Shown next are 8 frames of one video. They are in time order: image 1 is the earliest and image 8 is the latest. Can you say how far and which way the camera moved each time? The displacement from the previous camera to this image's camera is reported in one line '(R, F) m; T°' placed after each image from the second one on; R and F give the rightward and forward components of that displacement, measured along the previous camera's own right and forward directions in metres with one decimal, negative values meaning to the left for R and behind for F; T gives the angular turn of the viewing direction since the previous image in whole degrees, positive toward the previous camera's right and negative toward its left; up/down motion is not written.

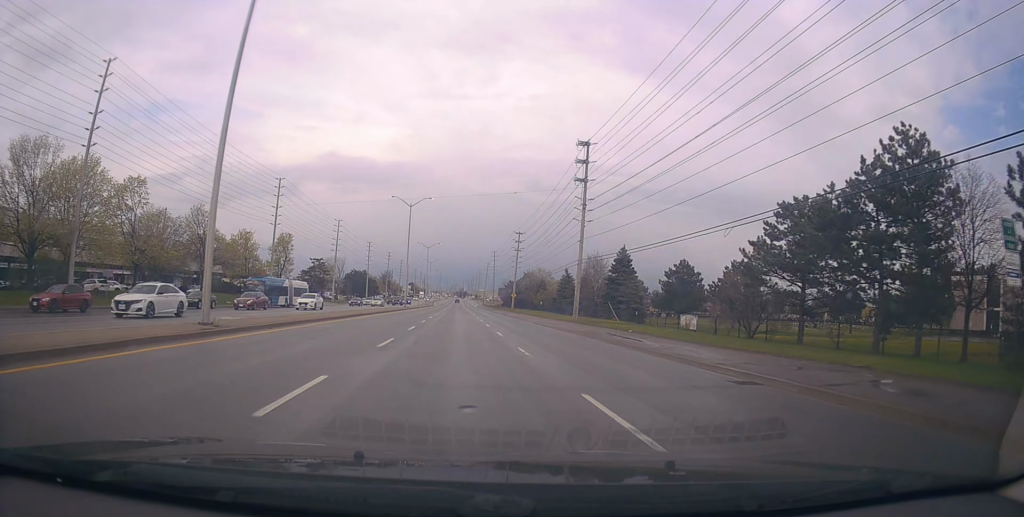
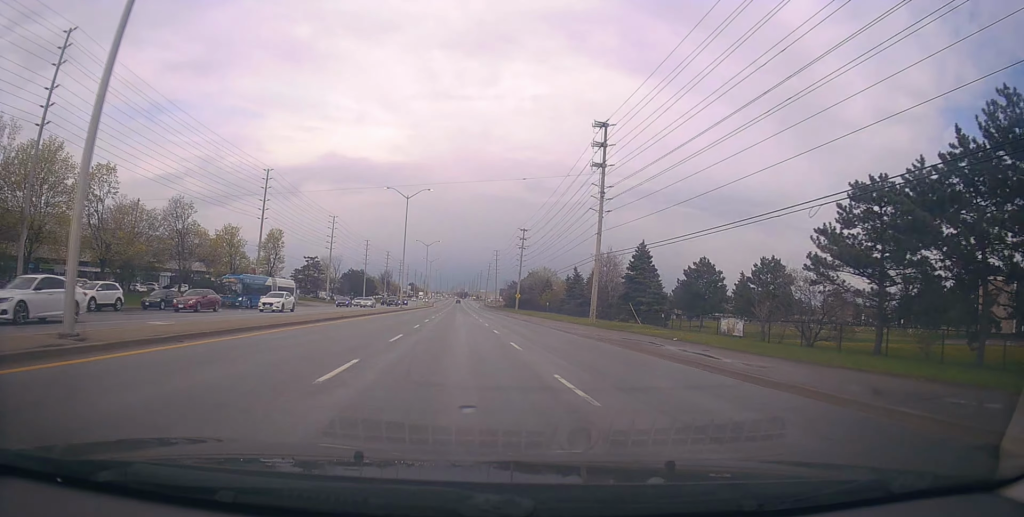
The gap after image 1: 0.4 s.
(+0.2, +6.7) m; +1°
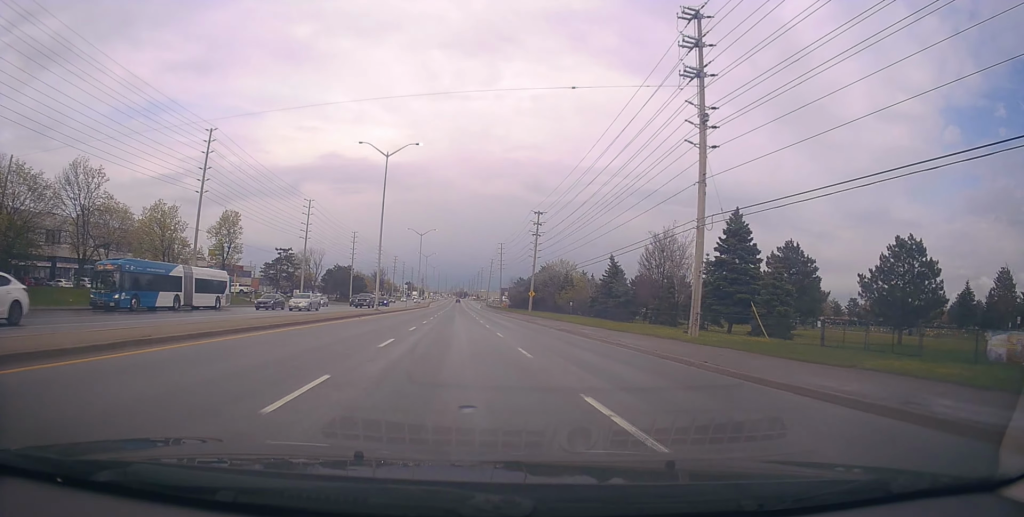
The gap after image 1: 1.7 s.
(+0.2, +20.5) m; +1°
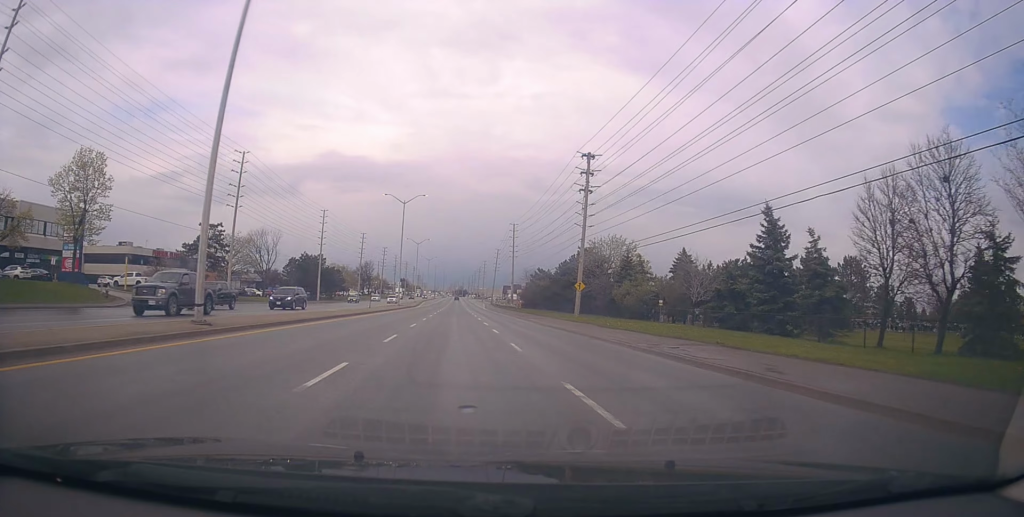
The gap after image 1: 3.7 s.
(+0.4, +34.2) m; +1°
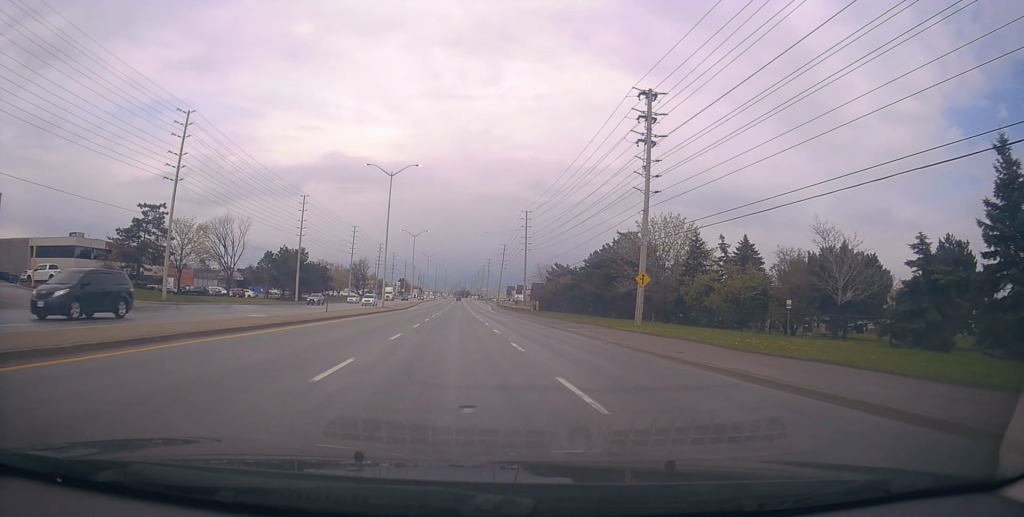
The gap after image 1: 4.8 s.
(-0.3, +17.7) m; -2°
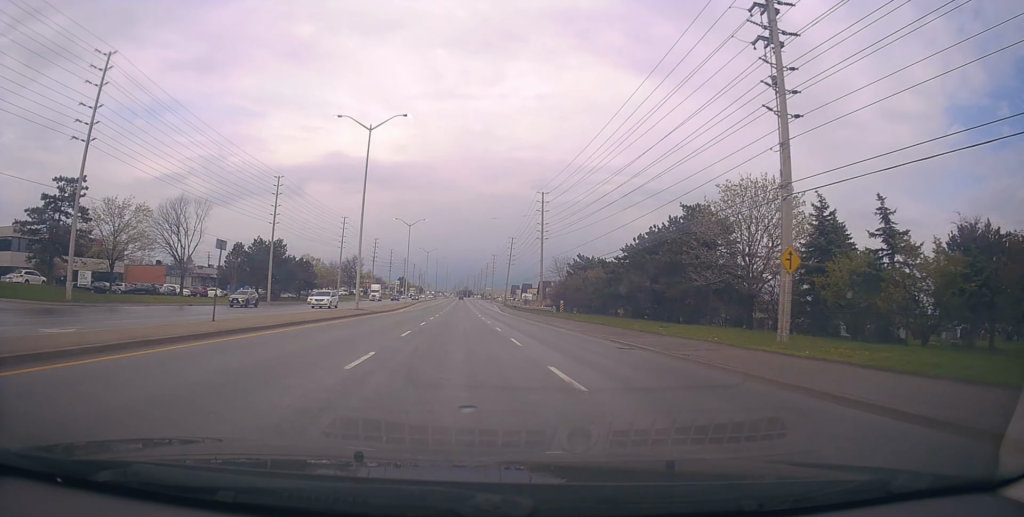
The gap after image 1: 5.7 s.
(-0.3, +16.0) m; -1°
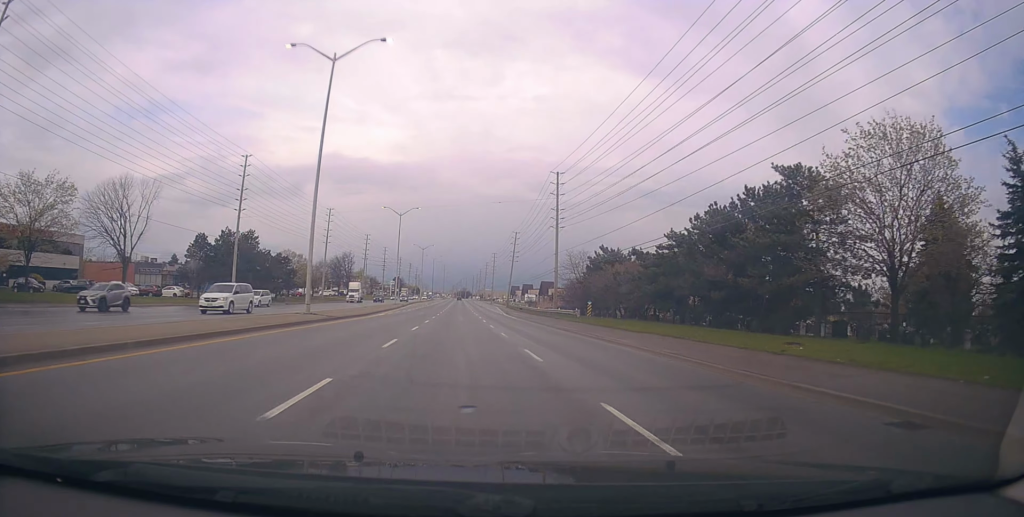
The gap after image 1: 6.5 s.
(0.0, +13.4) m; +1°
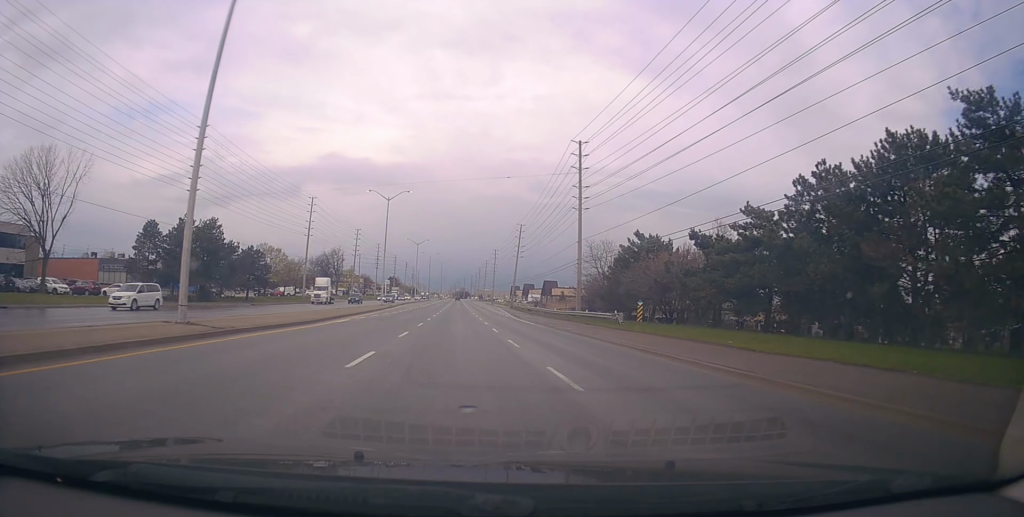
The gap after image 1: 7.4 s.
(+0.2, +13.6) m; 0°
